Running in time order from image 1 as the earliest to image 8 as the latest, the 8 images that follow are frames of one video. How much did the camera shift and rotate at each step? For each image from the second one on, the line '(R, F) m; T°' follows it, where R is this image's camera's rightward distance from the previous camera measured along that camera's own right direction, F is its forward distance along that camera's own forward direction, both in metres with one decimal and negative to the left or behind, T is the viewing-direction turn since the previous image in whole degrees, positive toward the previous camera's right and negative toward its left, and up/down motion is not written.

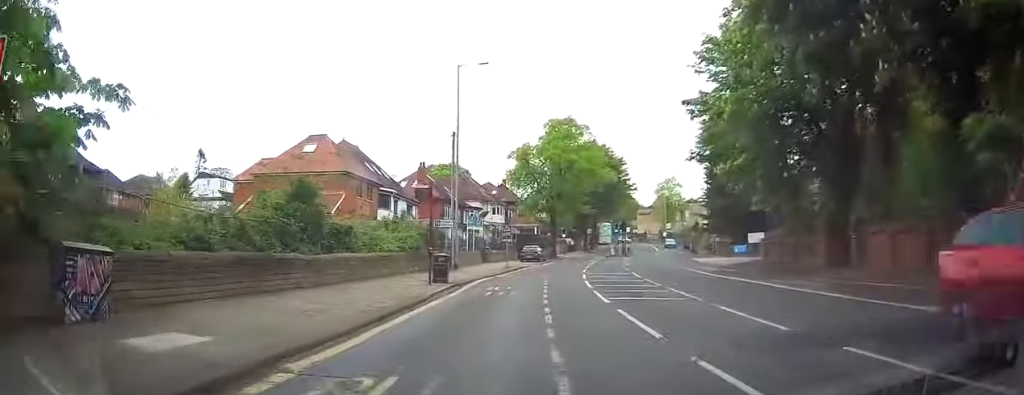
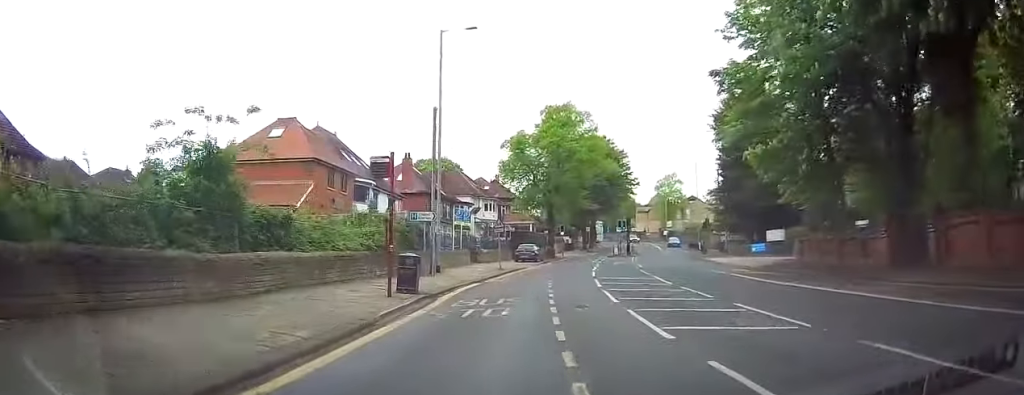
(-0.1, +6.4) m; +2°
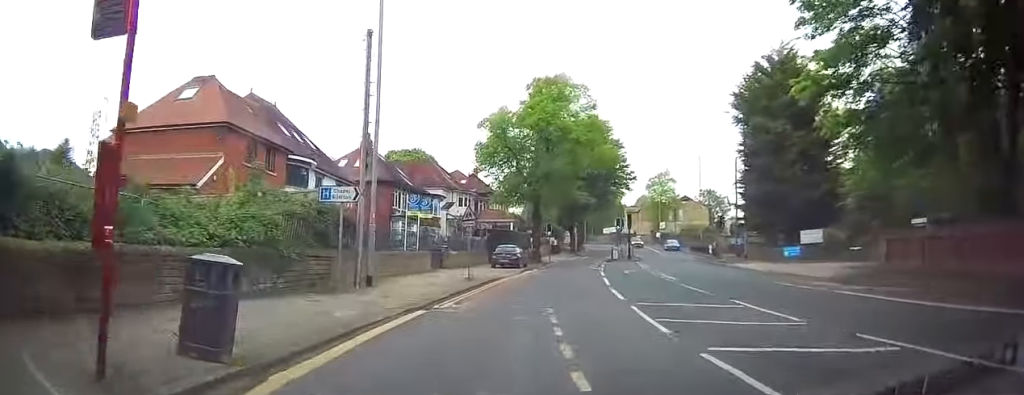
(+0.6, +11.4) m; +3°
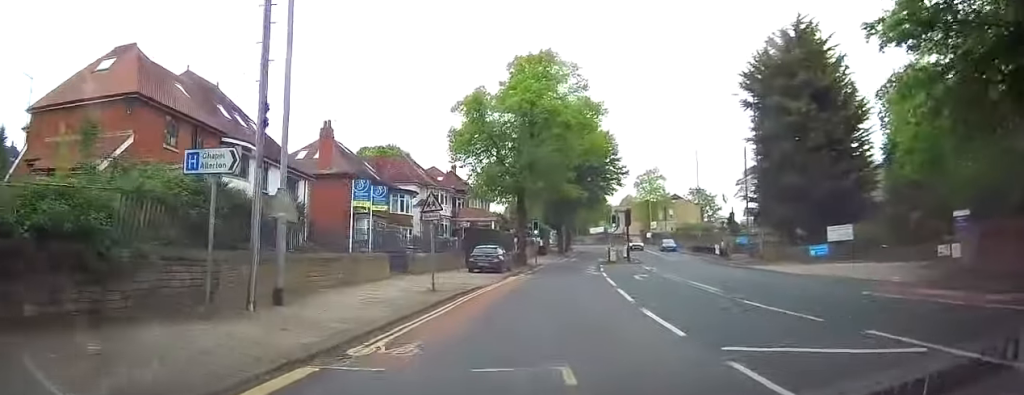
(0.0, +7.2) m; +1°
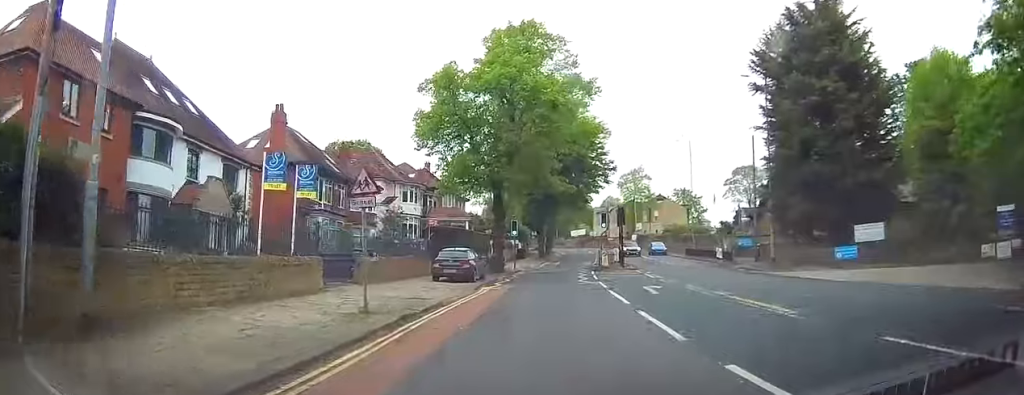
(+0.2, +6.6) m; 0°
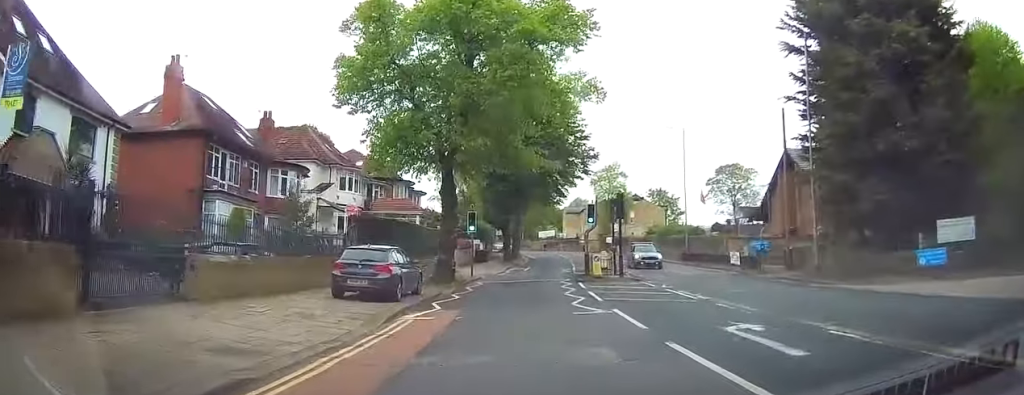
(-0.4, +10.7) m; -1°
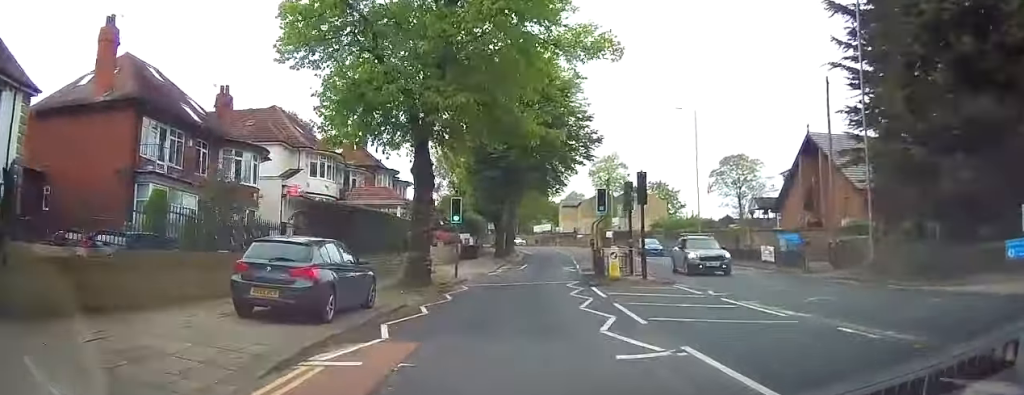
(-0.1, +5.8) m; +2°
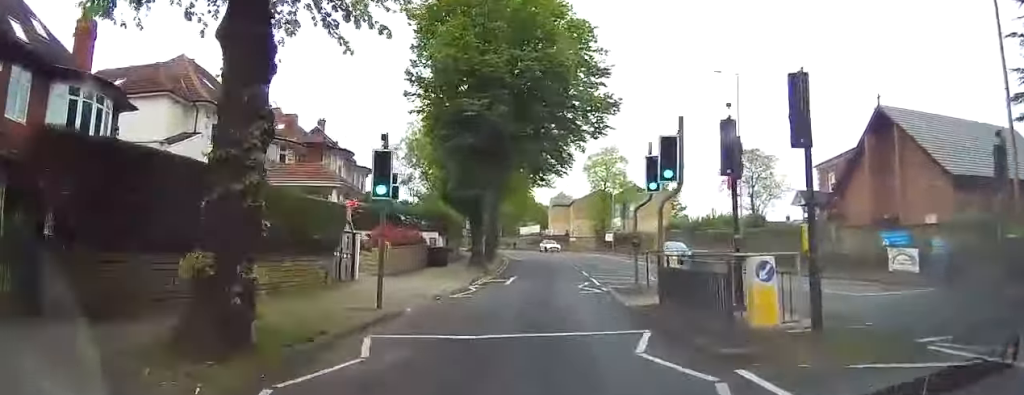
(+0.4, +13.1) m; +2°
